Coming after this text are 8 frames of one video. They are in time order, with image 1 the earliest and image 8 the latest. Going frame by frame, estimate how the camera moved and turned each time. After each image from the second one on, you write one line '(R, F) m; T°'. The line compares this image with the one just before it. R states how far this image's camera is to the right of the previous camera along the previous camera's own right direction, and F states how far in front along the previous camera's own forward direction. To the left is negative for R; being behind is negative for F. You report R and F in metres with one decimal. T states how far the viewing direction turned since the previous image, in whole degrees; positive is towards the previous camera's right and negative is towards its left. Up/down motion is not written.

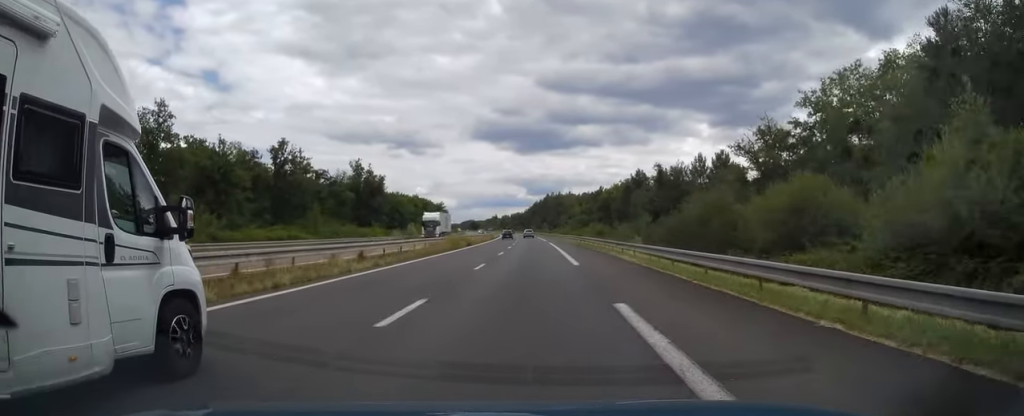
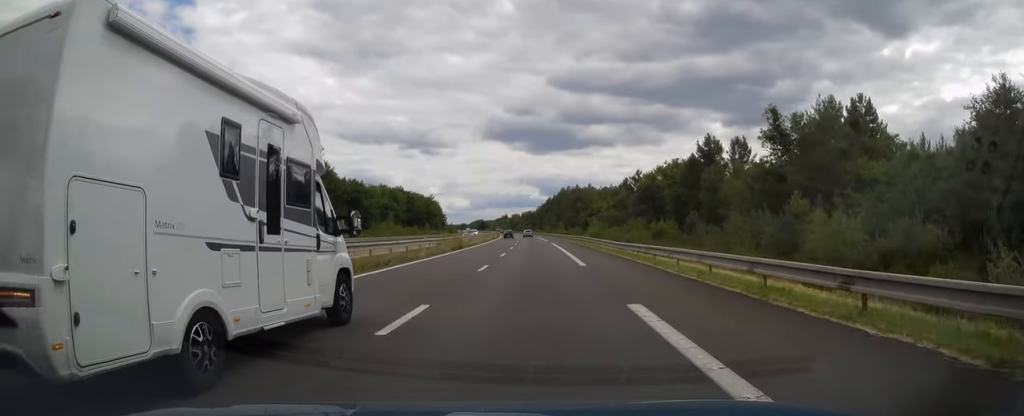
(-0.6, +51.3) m; -2°
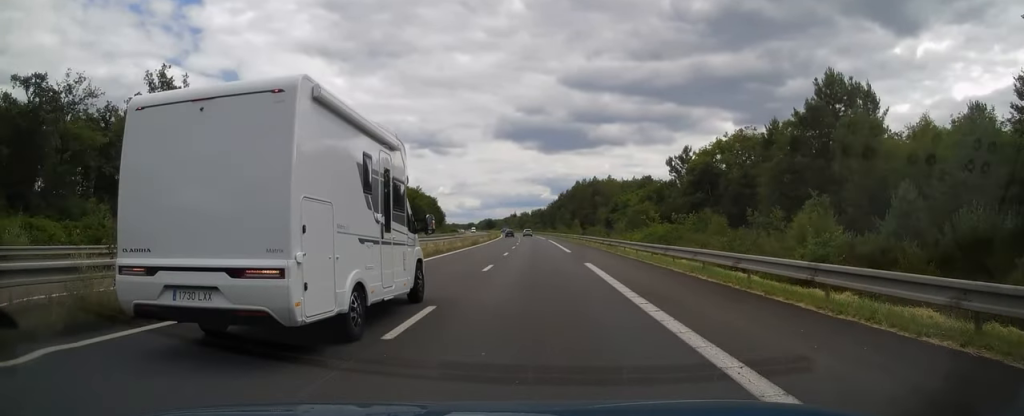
(-0.5, +38.2) m; -1°
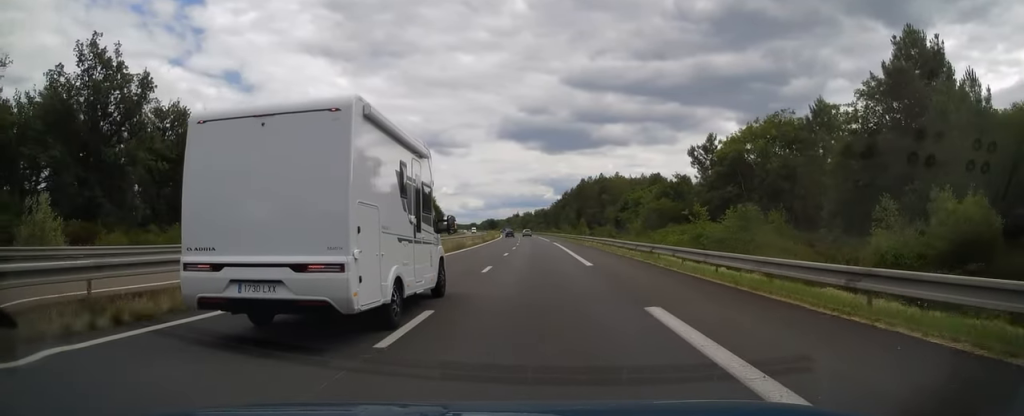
(0.0, +13.2) m; 0°
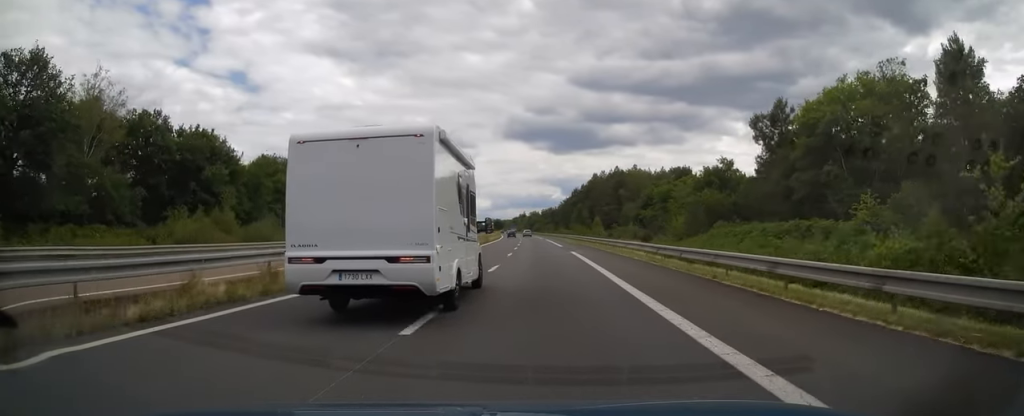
(-0.1, +24.5) m; 0°
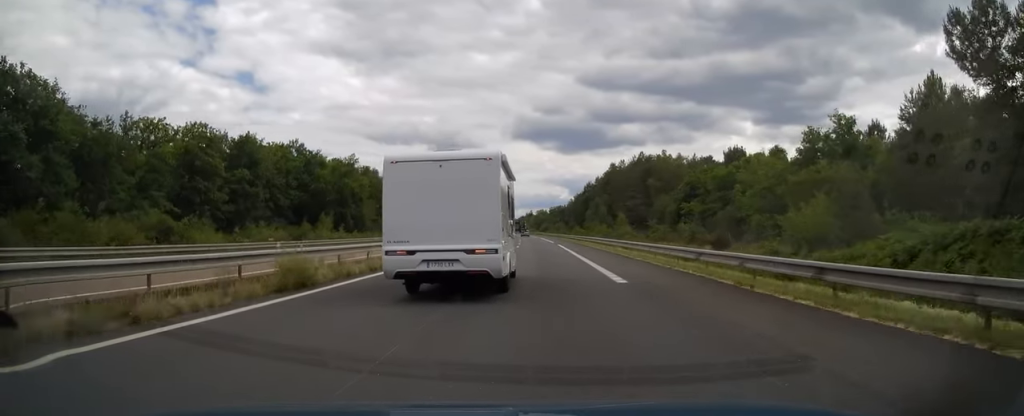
(-0.1, +33.9) m; -1°
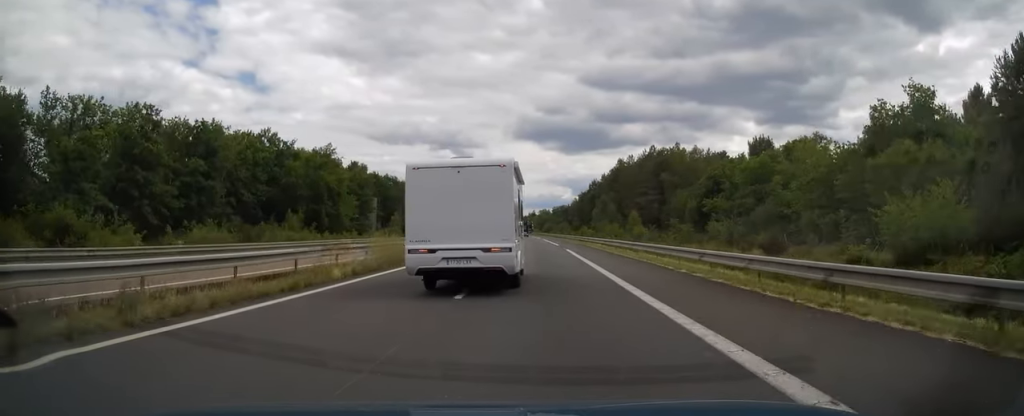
(0.0, +12.3) m; 0°
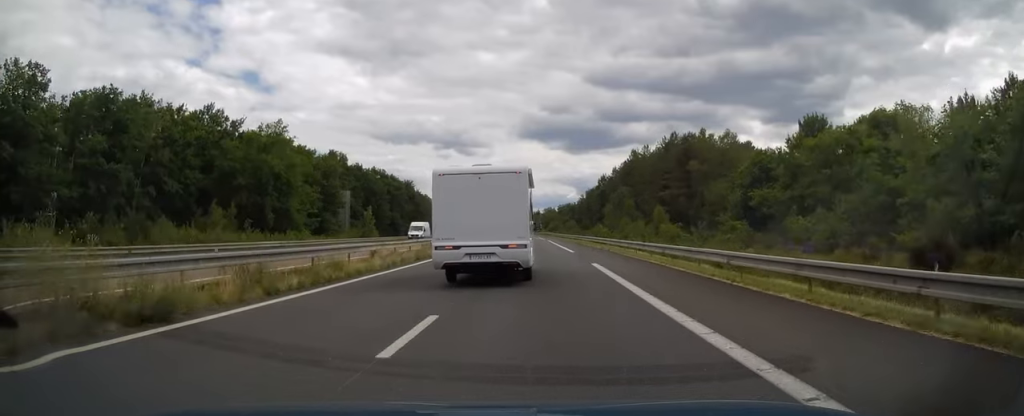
(-0.1, +18.6) m; -1°
